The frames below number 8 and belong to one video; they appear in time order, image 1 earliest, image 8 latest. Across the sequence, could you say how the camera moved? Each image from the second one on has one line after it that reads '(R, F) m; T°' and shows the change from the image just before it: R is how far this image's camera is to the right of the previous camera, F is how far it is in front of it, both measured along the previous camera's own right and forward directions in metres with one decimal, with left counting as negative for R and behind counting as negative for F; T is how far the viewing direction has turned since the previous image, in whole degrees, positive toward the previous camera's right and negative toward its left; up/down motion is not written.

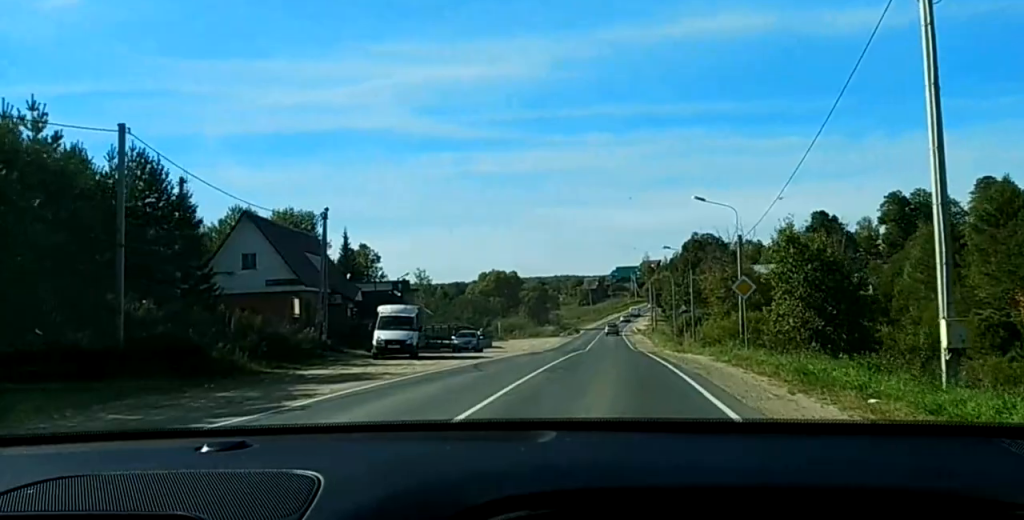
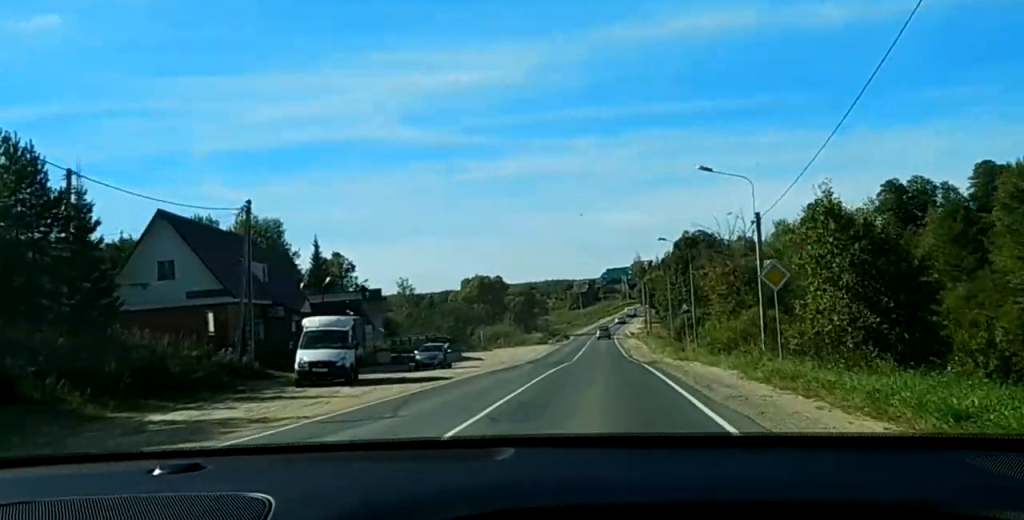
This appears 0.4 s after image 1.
(0.0, +9.2) m; -1°
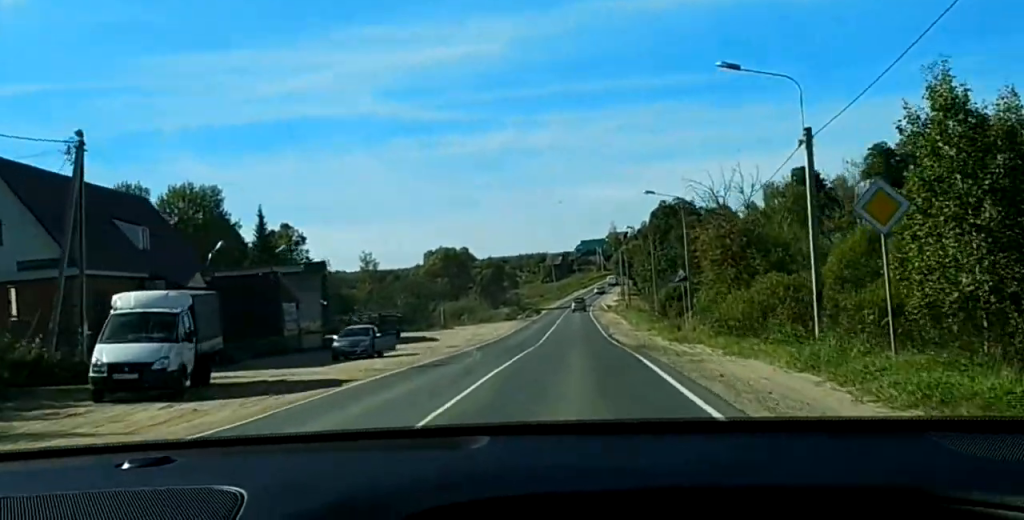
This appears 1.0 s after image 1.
(+0.2, +12.6) m; -2°
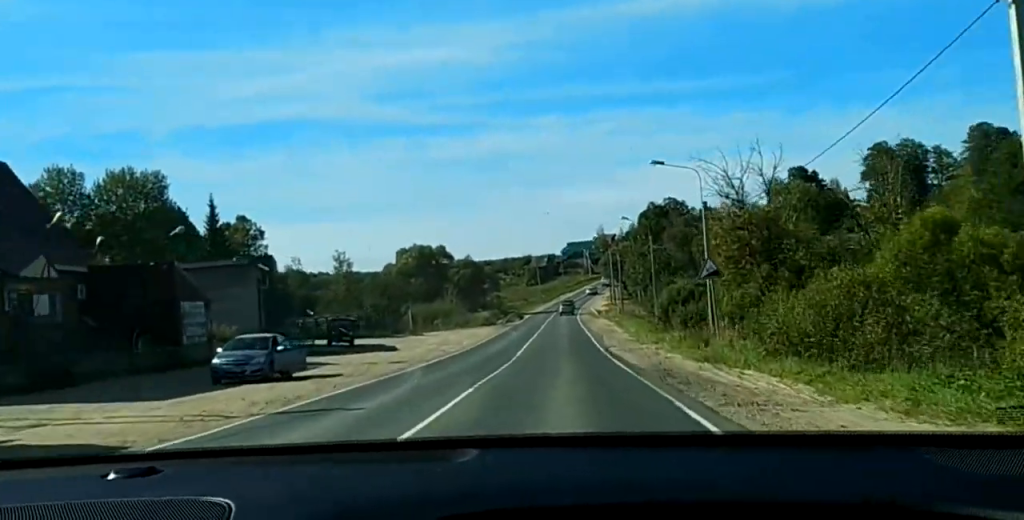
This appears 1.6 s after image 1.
(-0.5, +12.7) m; -1°
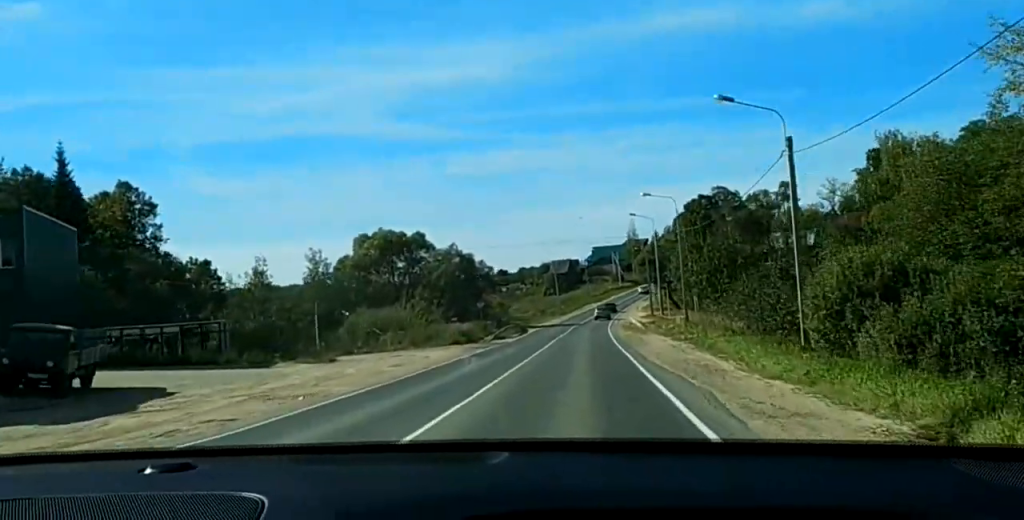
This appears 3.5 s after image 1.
(+0.5, +40.0) m; +2°
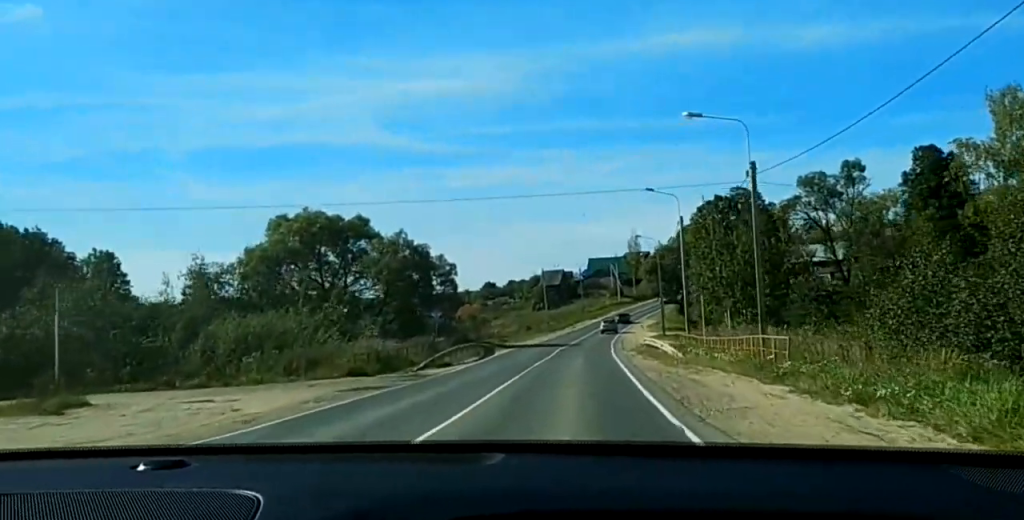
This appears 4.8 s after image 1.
(0.0, +26.7) m; -1°
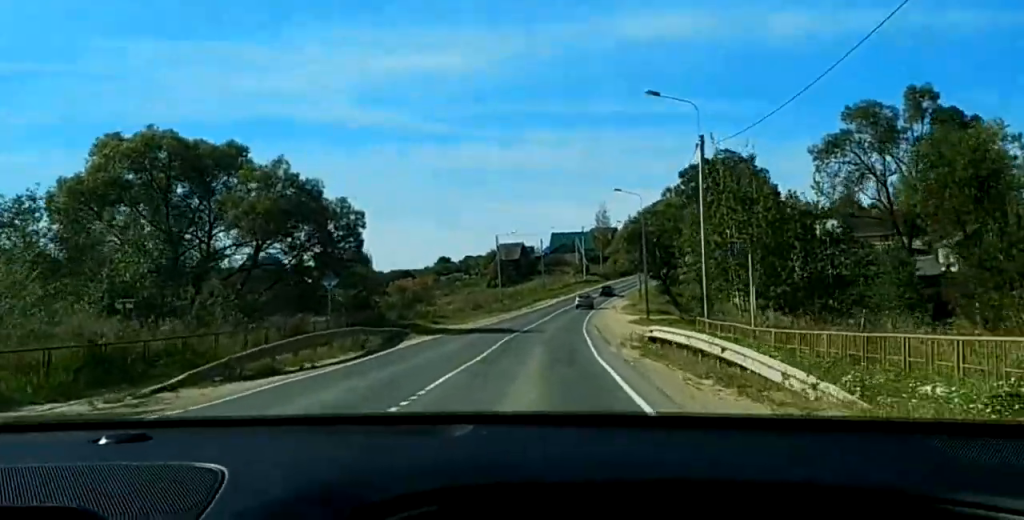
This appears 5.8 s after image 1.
(-0.2, +22.5) m; 0°
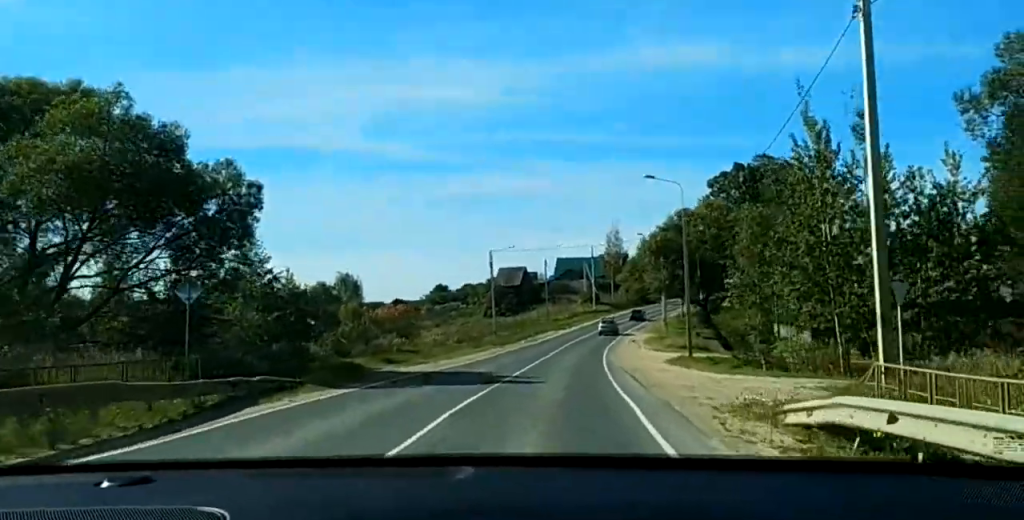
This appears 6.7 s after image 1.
(+0.3, +20.0) m; +1°
